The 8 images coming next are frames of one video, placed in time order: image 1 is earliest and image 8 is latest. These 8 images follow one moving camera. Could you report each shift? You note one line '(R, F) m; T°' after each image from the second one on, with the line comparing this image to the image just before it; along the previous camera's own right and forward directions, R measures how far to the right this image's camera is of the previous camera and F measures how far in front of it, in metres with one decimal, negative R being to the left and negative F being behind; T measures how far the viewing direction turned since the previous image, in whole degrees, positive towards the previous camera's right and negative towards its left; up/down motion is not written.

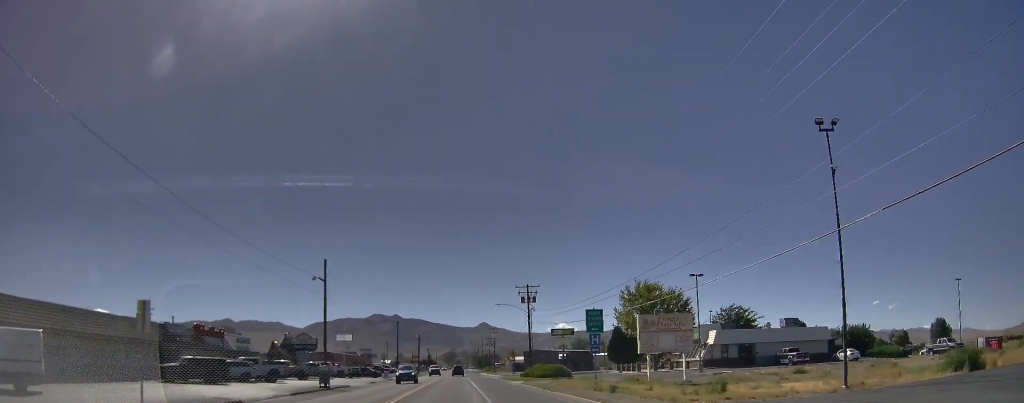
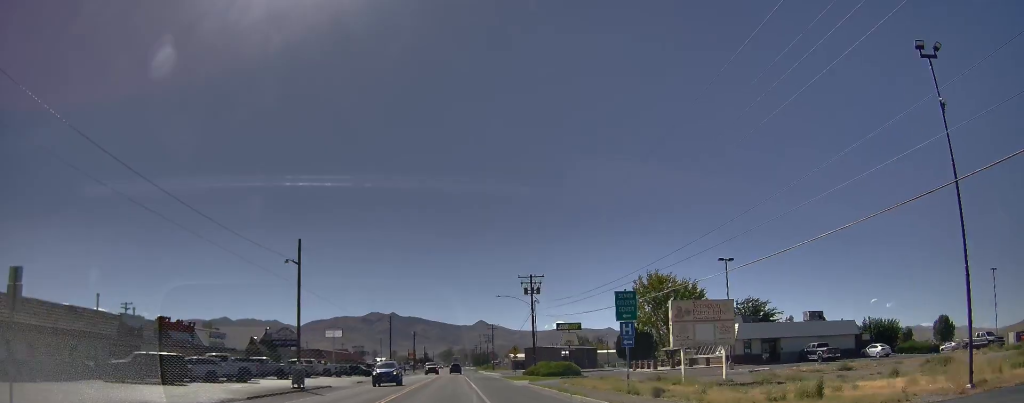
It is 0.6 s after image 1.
(0.0, +6.8) m; 0°
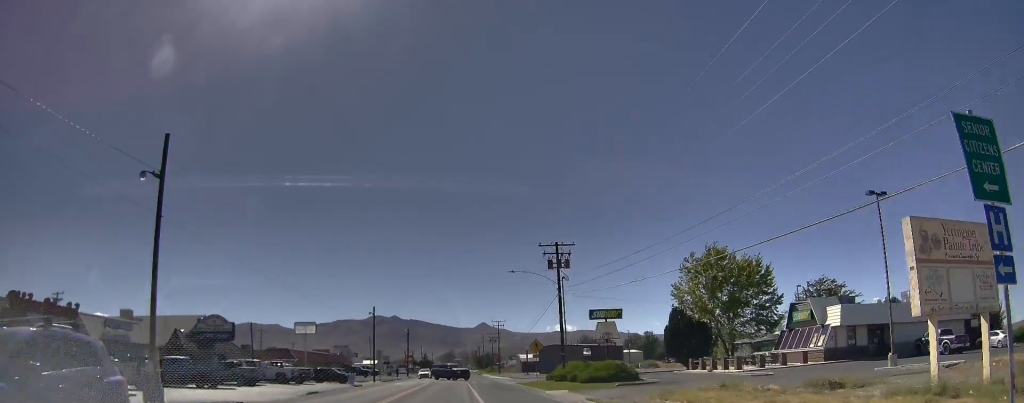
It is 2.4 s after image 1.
(0.0, +19.8) m; 0°
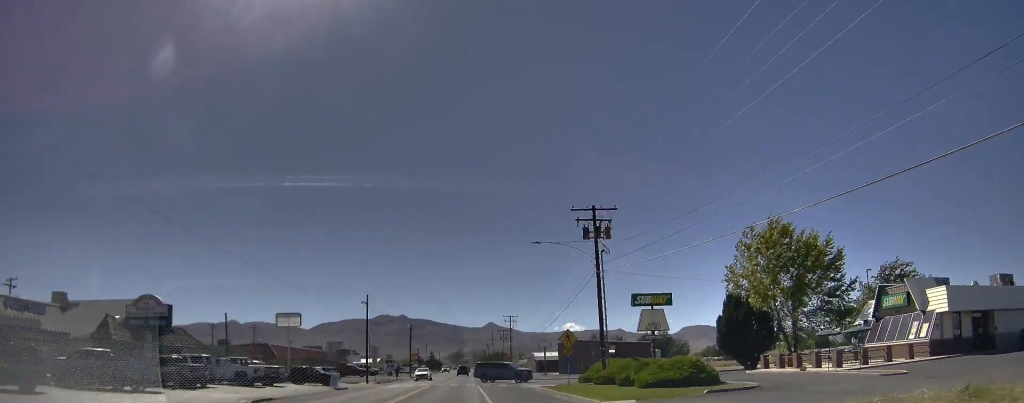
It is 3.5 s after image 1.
(0.0, +12.2) m; 0°
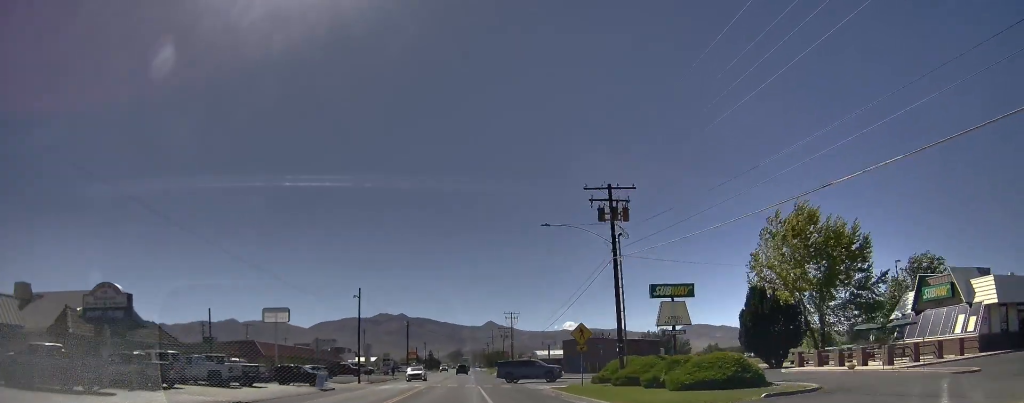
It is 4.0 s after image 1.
(0.0, +4.8) m; 0°
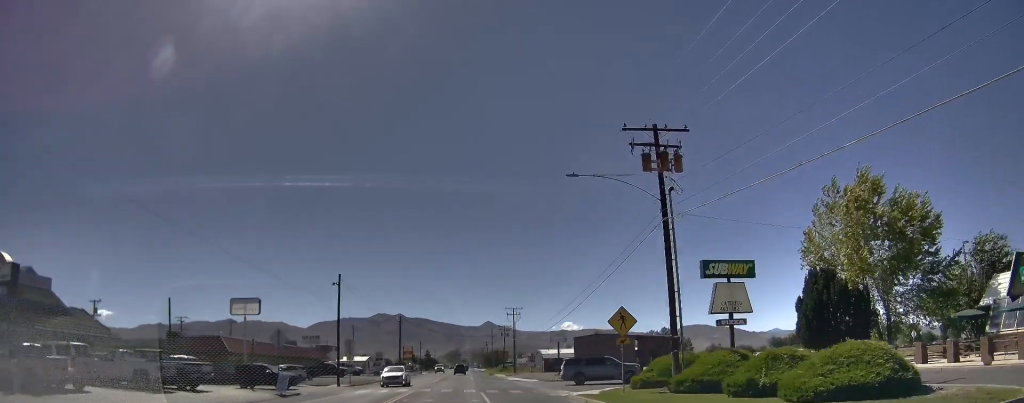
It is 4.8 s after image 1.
(0.0, +9.7) m; 0°
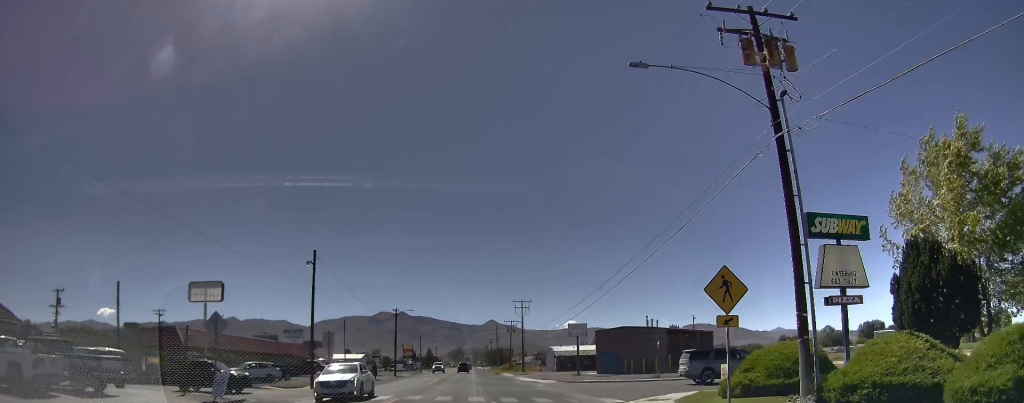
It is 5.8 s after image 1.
(0.0, +10.3) m; -5°
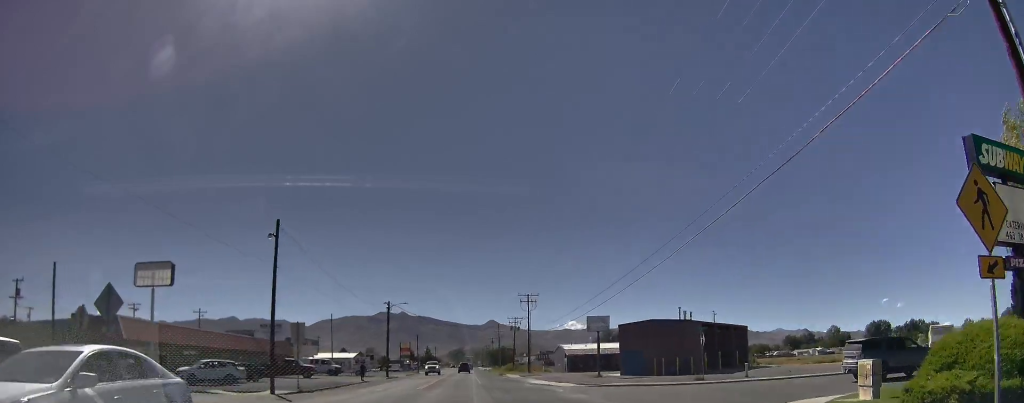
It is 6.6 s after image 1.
(-0.7, +9.3) m; +4°
